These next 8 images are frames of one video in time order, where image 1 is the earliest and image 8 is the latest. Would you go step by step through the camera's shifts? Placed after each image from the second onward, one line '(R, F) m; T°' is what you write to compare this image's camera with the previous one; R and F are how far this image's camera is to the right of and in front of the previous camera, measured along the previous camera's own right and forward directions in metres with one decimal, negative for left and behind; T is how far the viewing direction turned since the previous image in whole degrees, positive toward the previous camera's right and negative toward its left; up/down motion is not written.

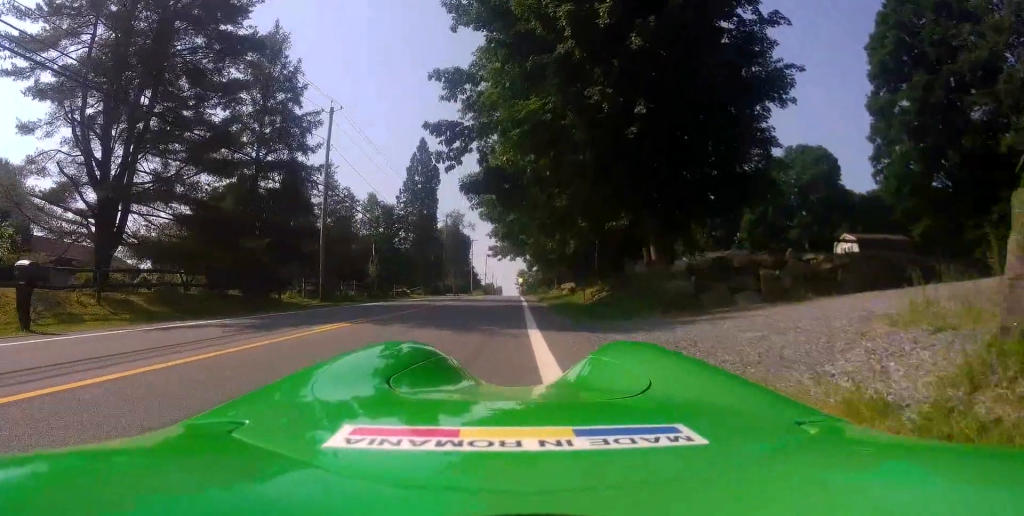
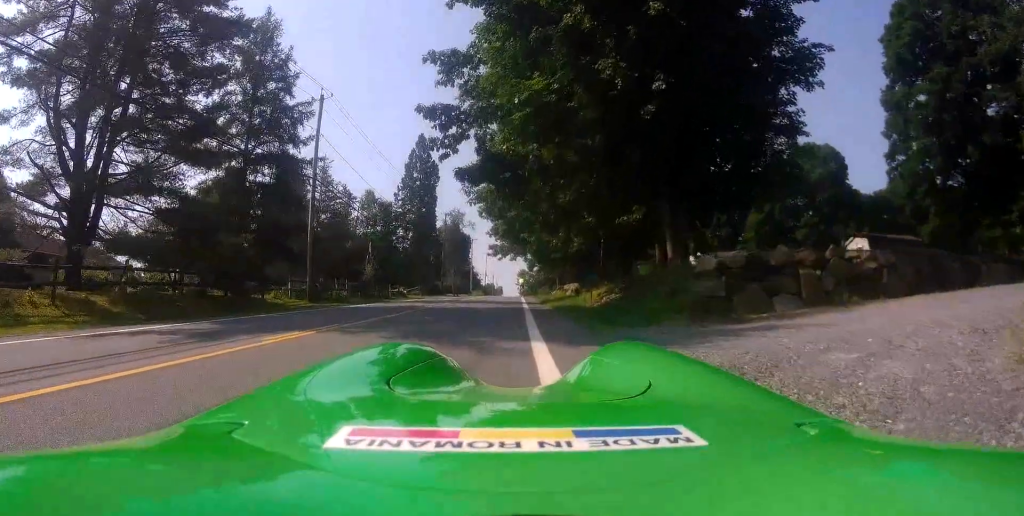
(-0.1, +2.2) m; -5°
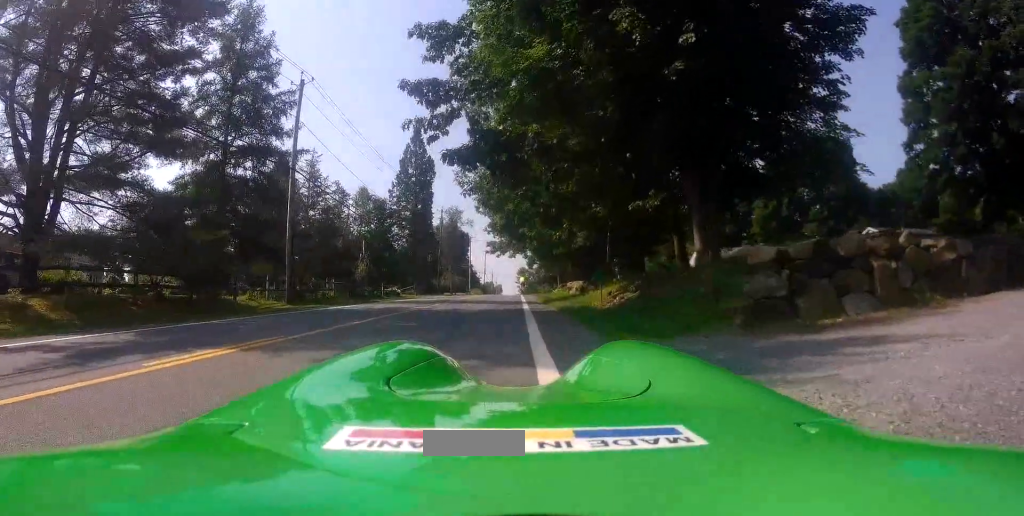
(-0.1, +2.8) m; -3°
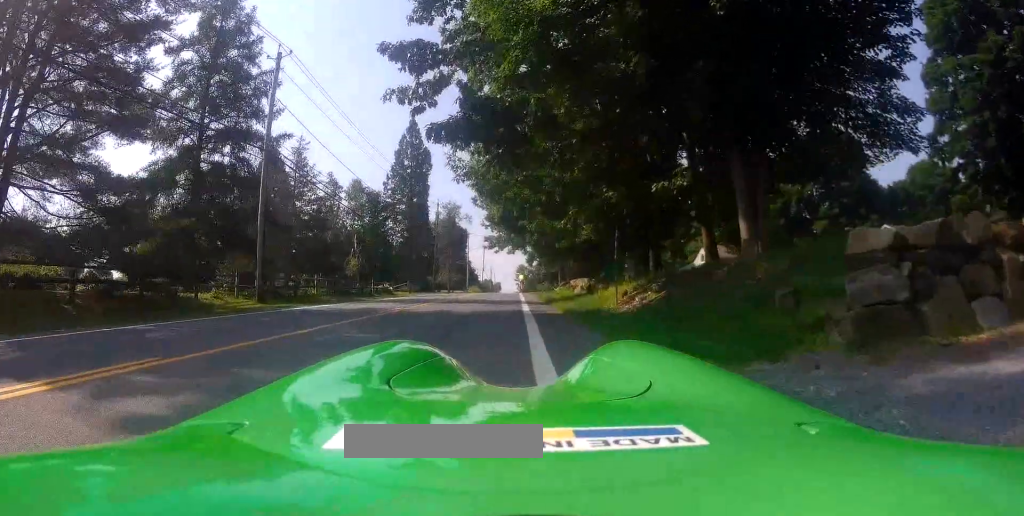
(-0.2, +3.2) m; +7°
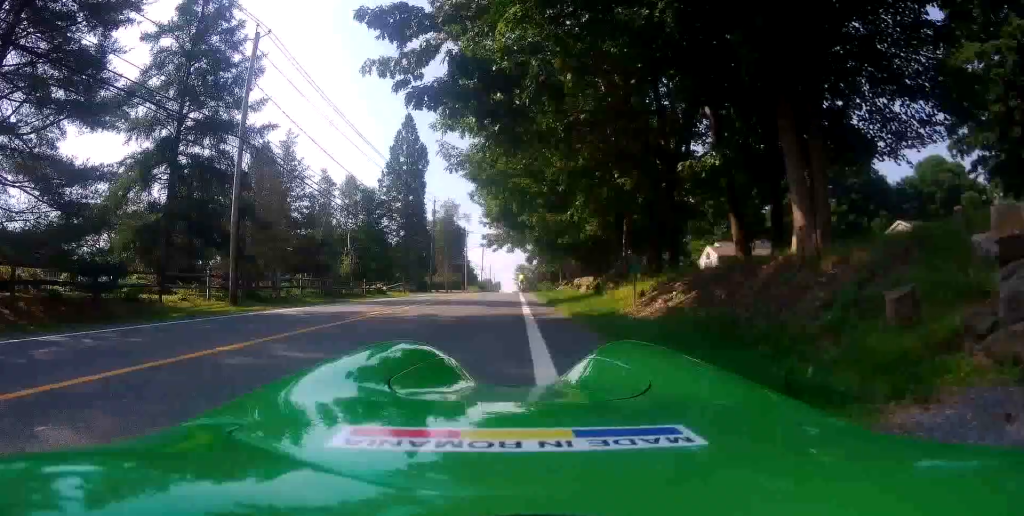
(+0.5, +2.4) m; +6°
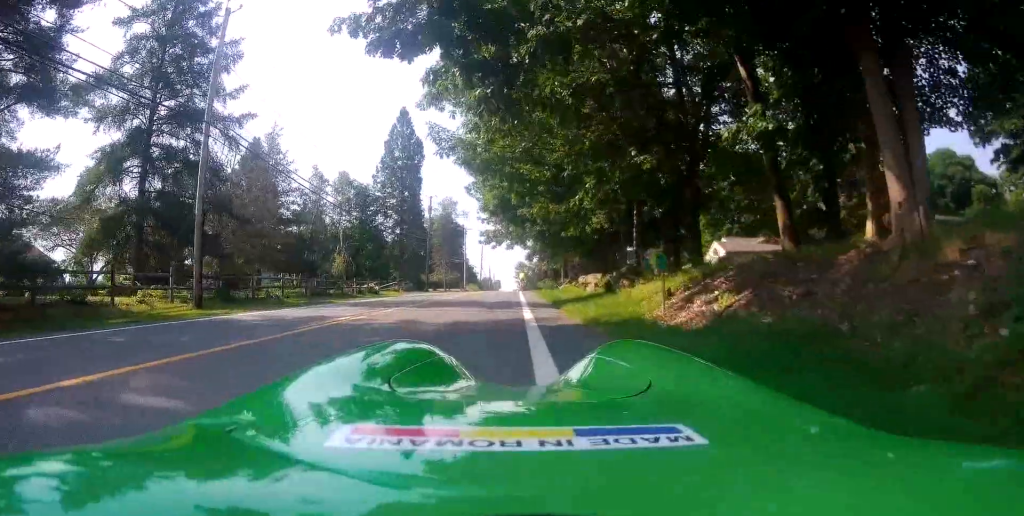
(0.0, +2.9) m; -2°
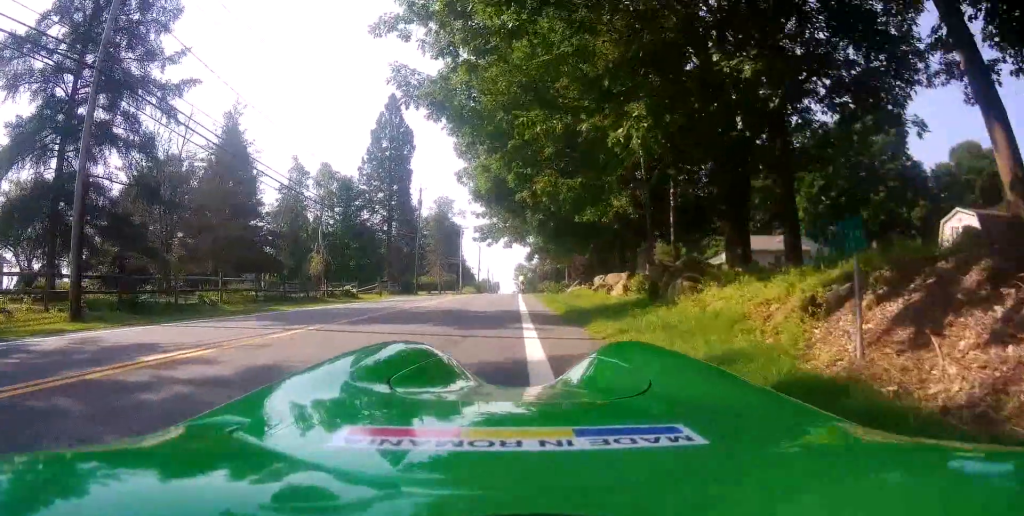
(-0.3, +6.0) m; +1°
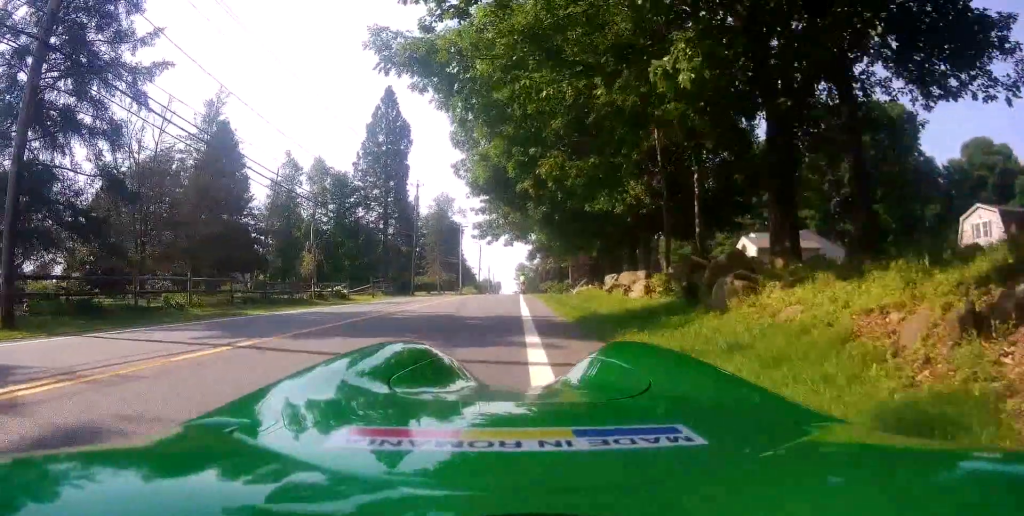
(+0.2, +2.3) m; +6°
